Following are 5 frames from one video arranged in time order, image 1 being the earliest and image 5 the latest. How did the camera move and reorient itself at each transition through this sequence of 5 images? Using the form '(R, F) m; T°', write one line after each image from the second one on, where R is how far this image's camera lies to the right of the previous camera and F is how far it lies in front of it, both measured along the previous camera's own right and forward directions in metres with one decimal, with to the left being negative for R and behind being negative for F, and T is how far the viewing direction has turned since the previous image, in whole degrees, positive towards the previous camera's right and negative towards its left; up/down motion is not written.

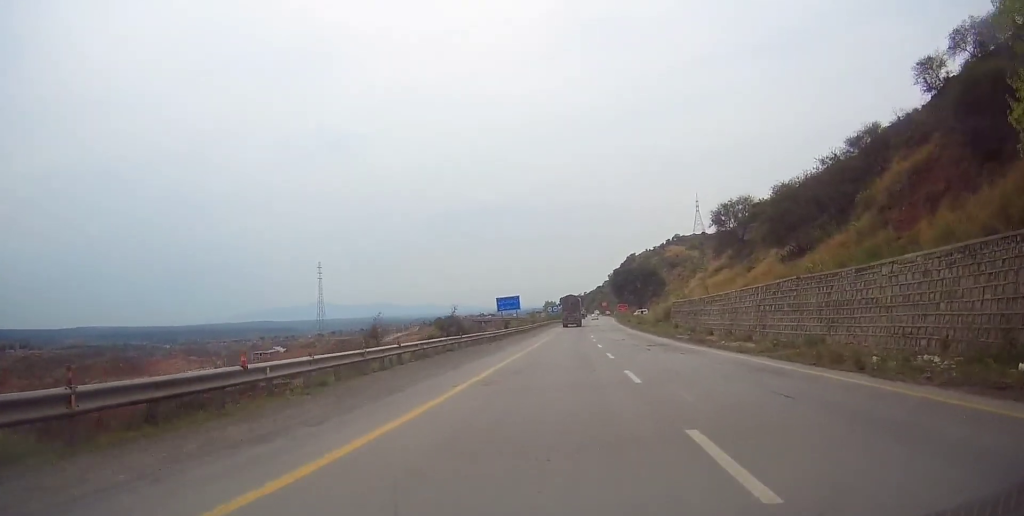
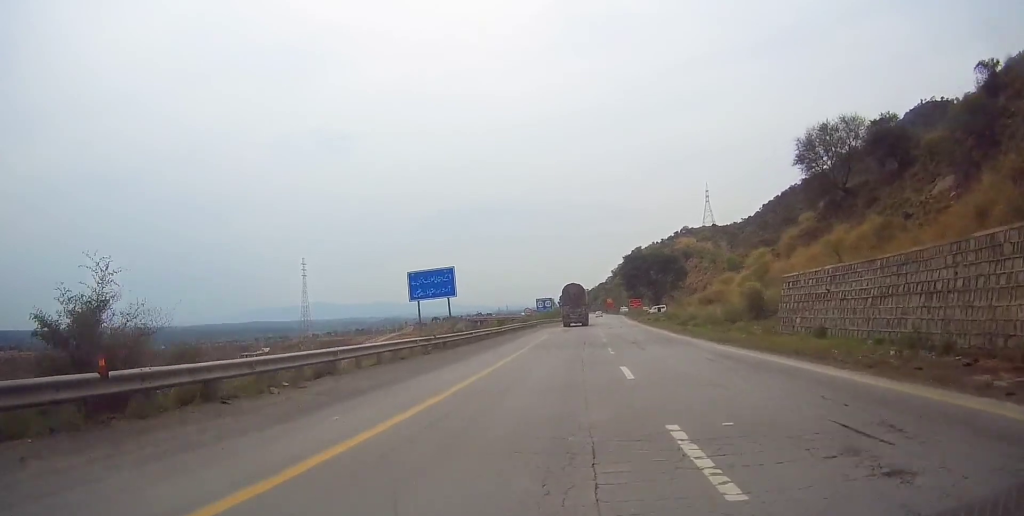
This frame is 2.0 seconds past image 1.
(+0.8, +35.8) m; +1°
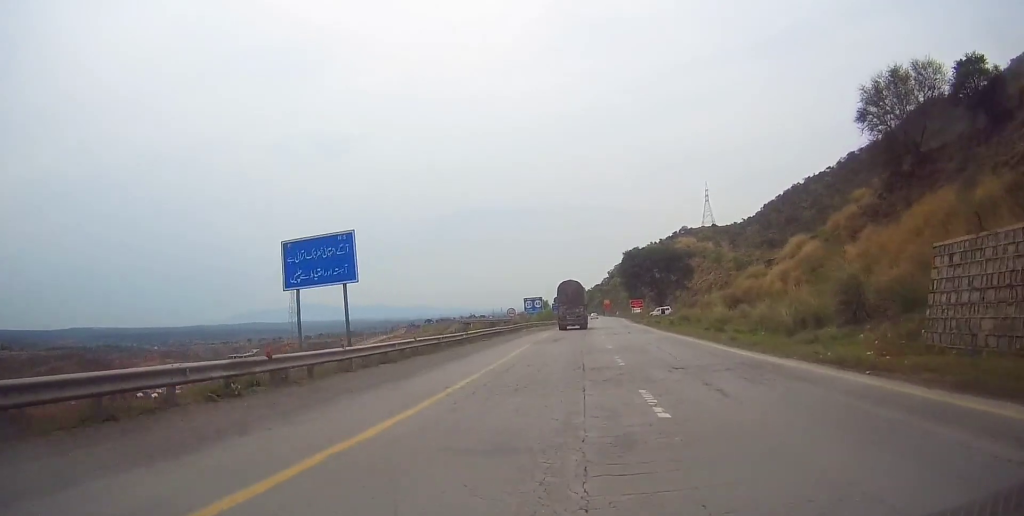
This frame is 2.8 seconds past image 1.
(0.0, +14.1) m; +1°
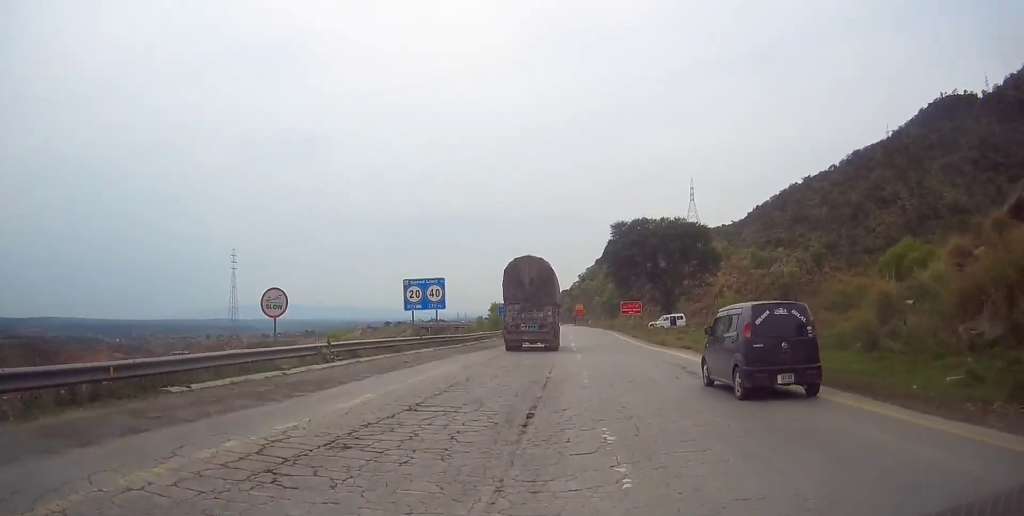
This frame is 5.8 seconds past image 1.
(+1.0, +48.7) m; +2°
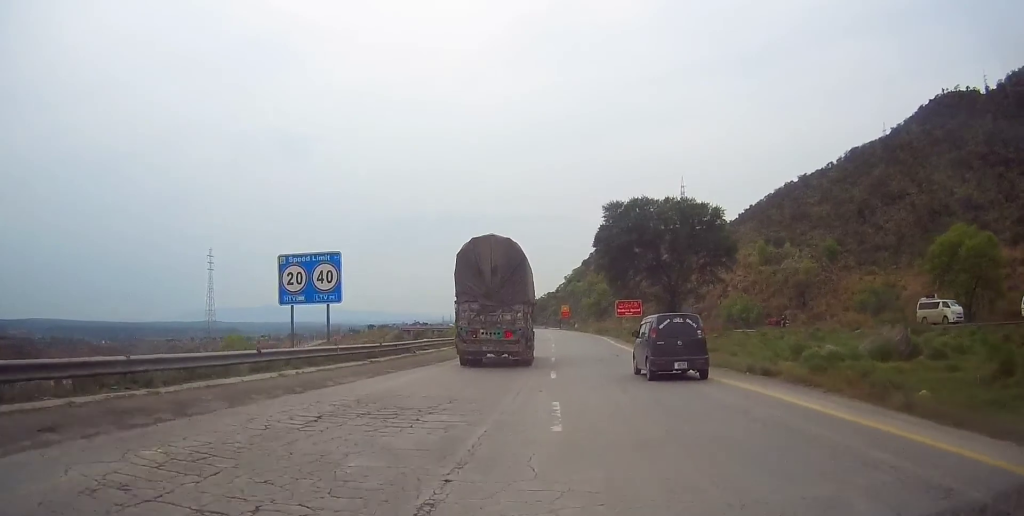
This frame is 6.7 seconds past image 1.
(+0.1, +15.3) m; +1°
